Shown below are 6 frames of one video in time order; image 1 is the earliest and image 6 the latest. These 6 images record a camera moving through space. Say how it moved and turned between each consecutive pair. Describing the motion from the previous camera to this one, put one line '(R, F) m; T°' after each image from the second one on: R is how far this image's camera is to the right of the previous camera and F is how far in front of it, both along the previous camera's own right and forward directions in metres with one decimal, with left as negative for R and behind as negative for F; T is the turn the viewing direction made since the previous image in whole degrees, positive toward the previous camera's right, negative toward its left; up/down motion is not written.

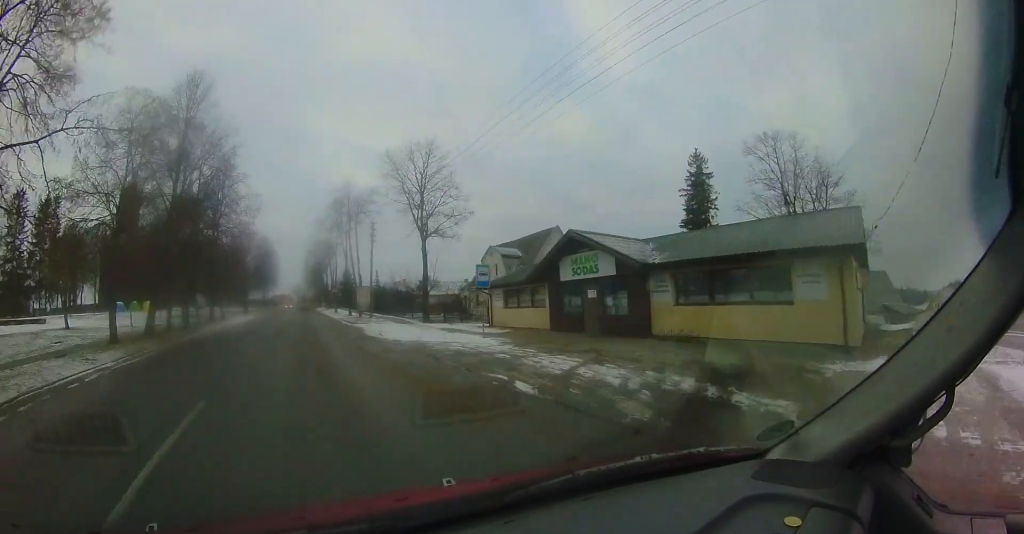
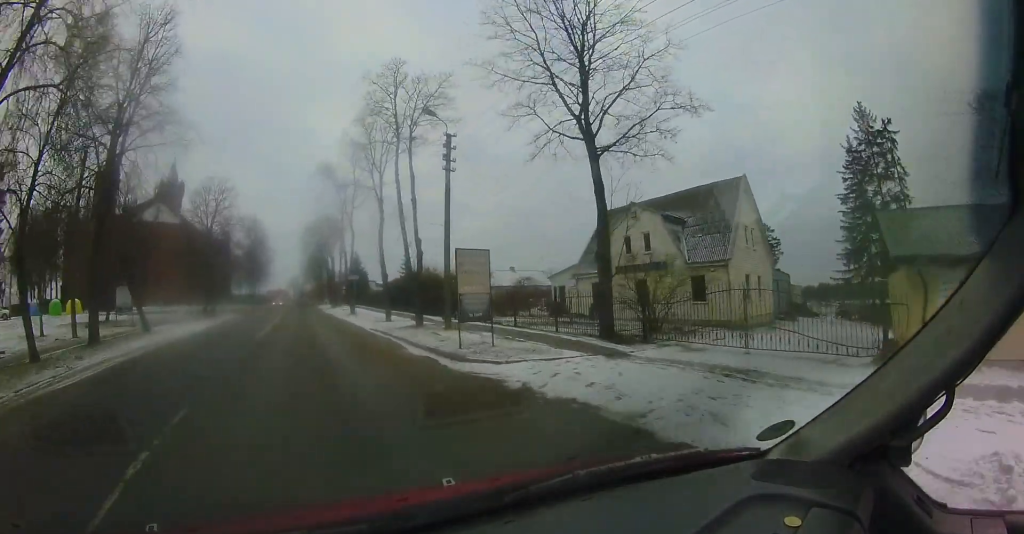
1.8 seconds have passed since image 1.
(-0.7, +18.8) m; -4°
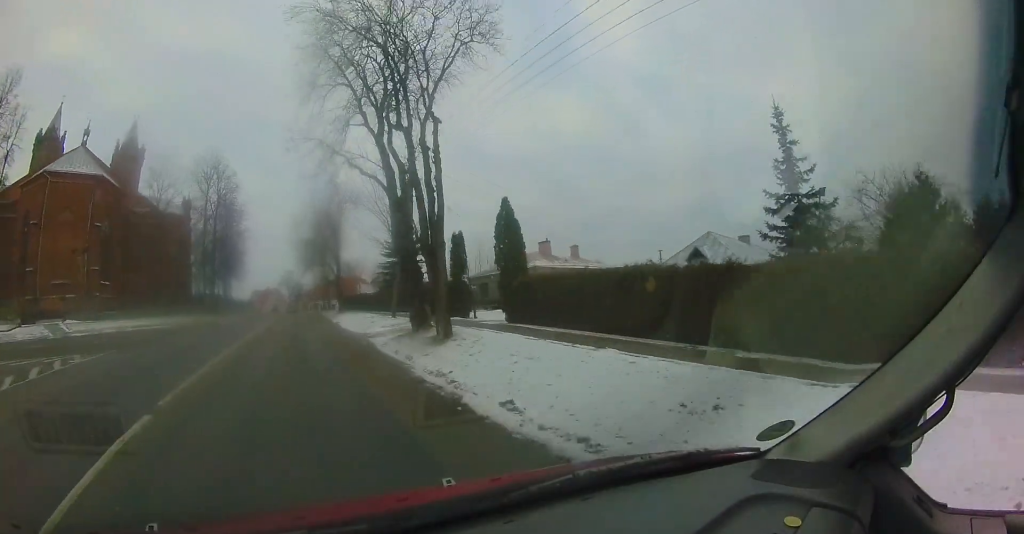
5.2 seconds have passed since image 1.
(+1.6, +37.5) m; +3°
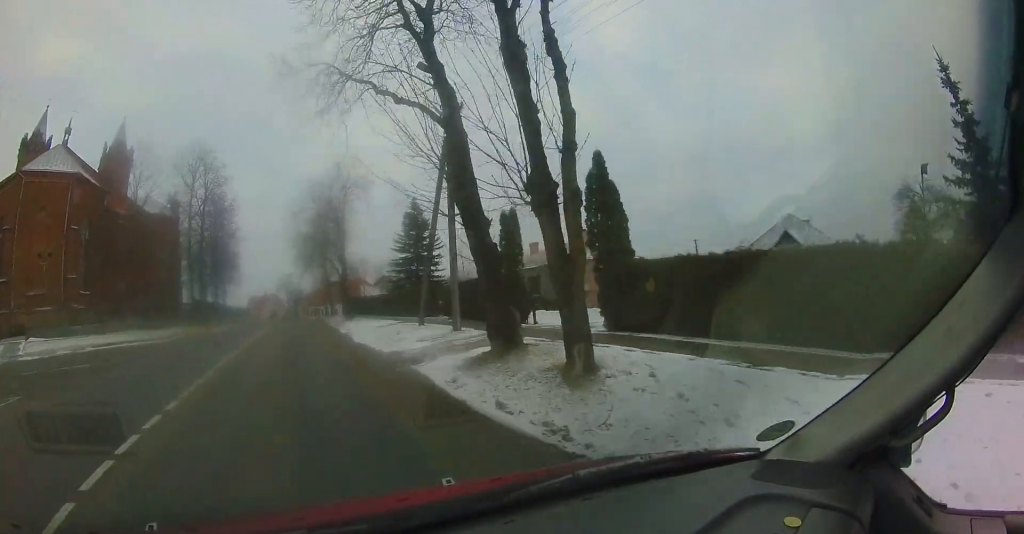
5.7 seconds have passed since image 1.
(-0.1, +5.6) m; -1°
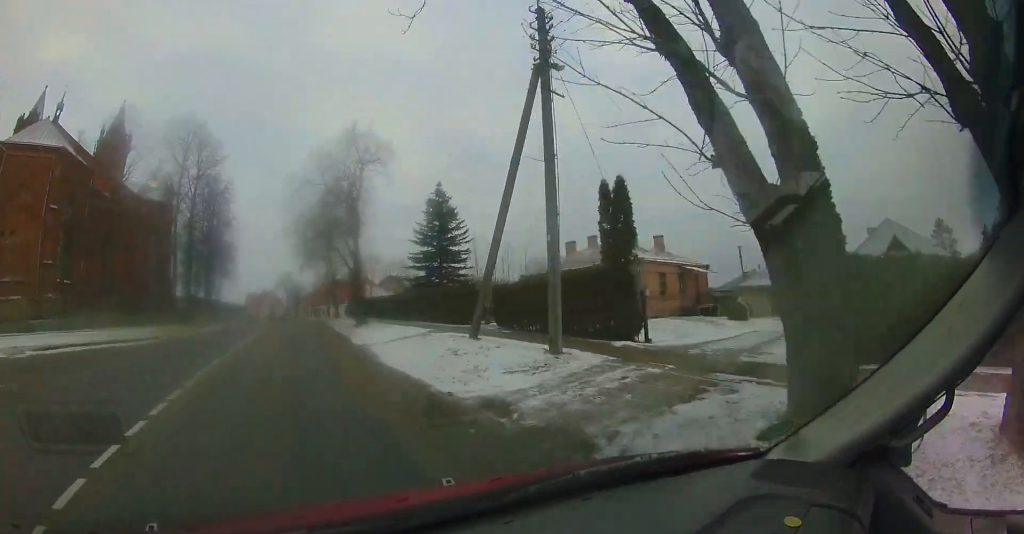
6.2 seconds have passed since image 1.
(0.0, +5.6) m; 0°
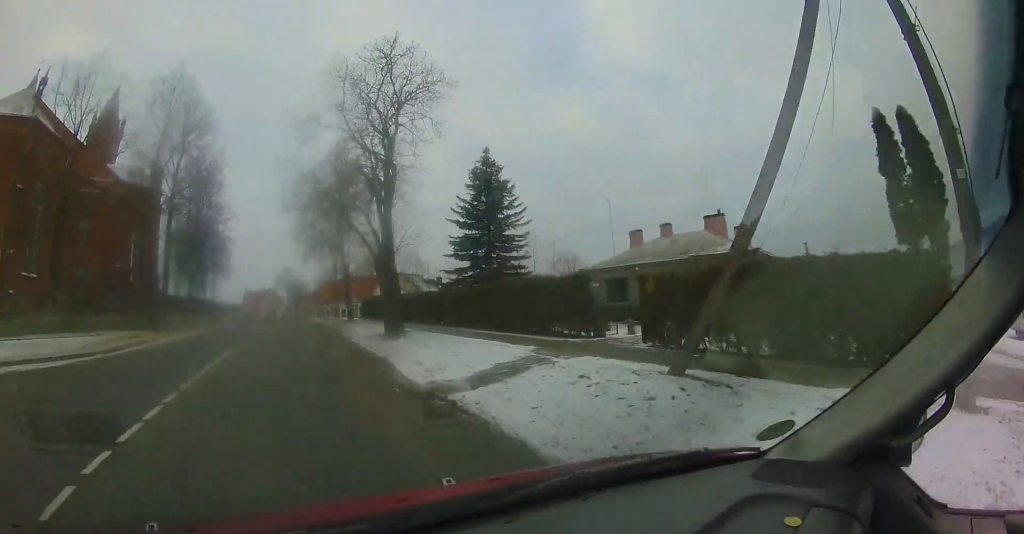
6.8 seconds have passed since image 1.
(0.0, +7.5) m; 0°
